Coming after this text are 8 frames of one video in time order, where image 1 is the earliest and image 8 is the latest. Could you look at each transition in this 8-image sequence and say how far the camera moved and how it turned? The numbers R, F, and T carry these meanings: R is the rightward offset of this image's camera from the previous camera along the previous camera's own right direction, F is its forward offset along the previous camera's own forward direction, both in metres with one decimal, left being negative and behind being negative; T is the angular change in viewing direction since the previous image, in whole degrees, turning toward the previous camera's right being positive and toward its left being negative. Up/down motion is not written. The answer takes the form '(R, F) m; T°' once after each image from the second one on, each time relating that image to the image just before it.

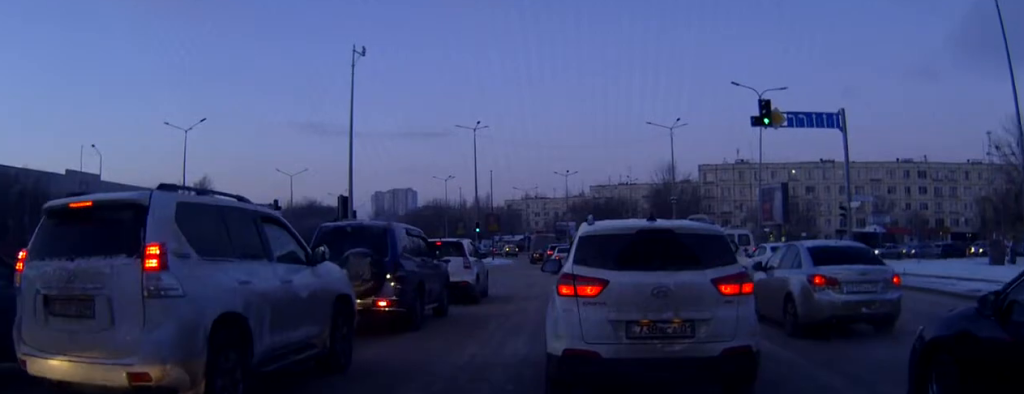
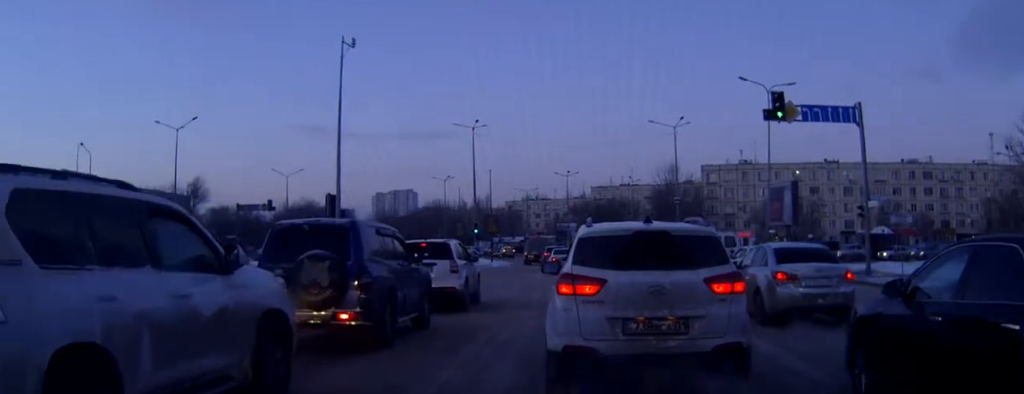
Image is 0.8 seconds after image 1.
(0.0, +2.7) m; +1°
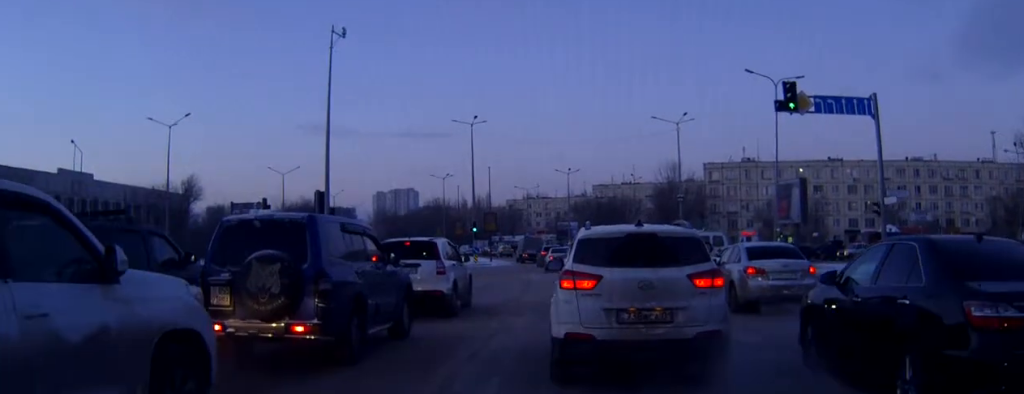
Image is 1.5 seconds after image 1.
(0.0, +2.2) m; +1°
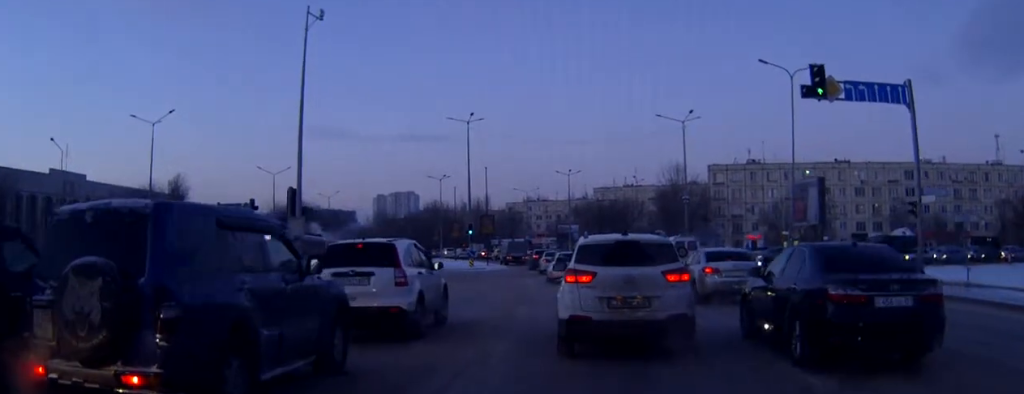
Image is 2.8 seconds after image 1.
(+0.1, +4.1) m; +1°
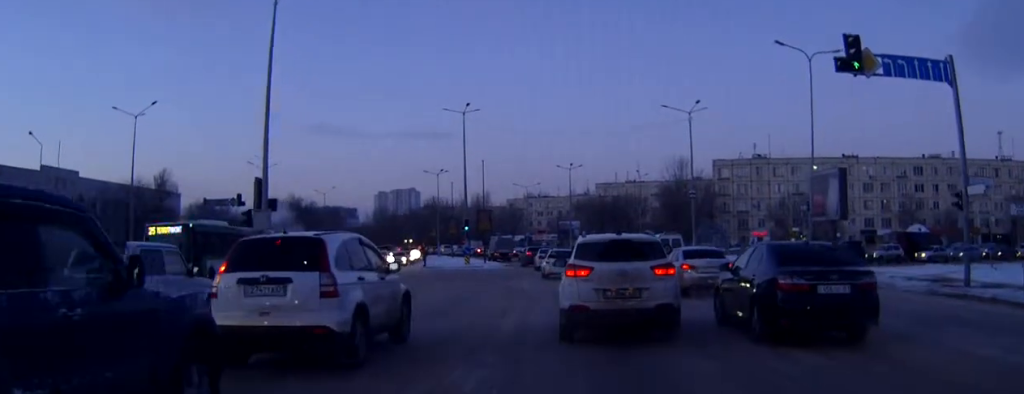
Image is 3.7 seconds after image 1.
(0.0, +3.6) m; 0°
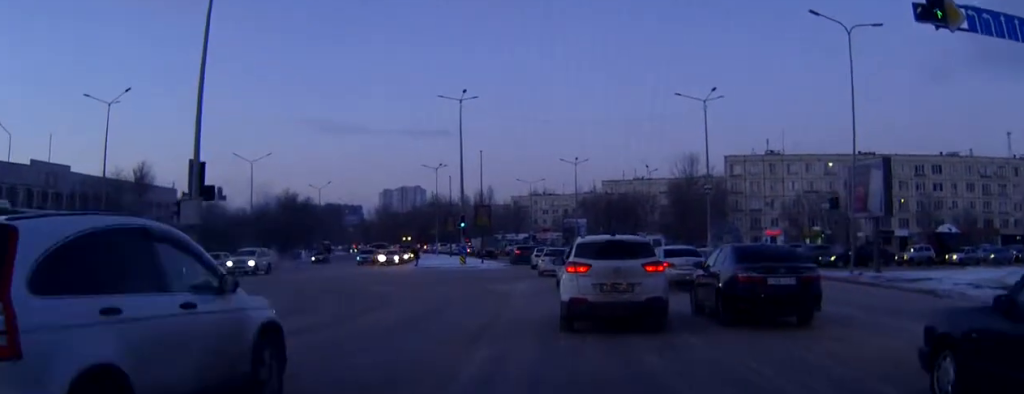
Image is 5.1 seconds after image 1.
(0.0, +5.8) m; 0°
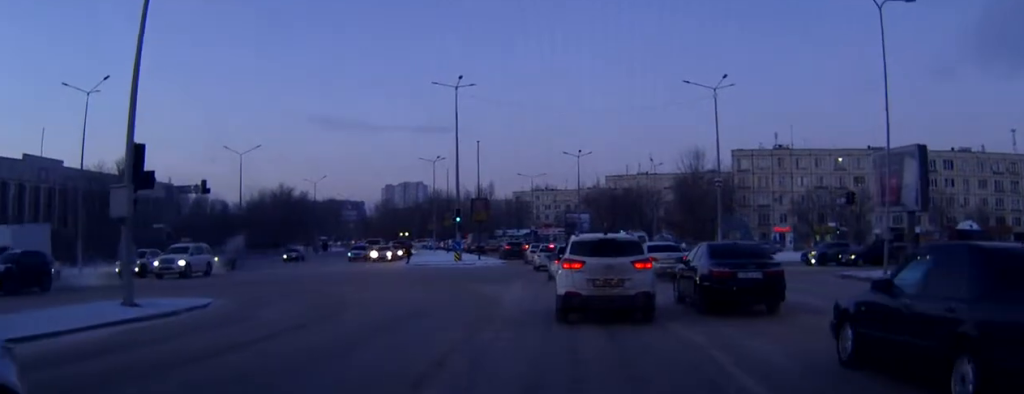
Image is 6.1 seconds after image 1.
(0.0, +3.9) m; 0°
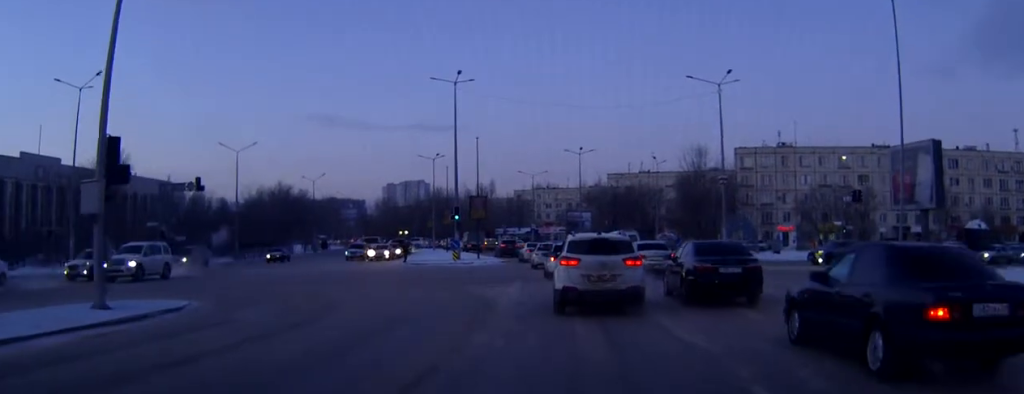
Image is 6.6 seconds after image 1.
(0.0, +1.8) m; 0°
